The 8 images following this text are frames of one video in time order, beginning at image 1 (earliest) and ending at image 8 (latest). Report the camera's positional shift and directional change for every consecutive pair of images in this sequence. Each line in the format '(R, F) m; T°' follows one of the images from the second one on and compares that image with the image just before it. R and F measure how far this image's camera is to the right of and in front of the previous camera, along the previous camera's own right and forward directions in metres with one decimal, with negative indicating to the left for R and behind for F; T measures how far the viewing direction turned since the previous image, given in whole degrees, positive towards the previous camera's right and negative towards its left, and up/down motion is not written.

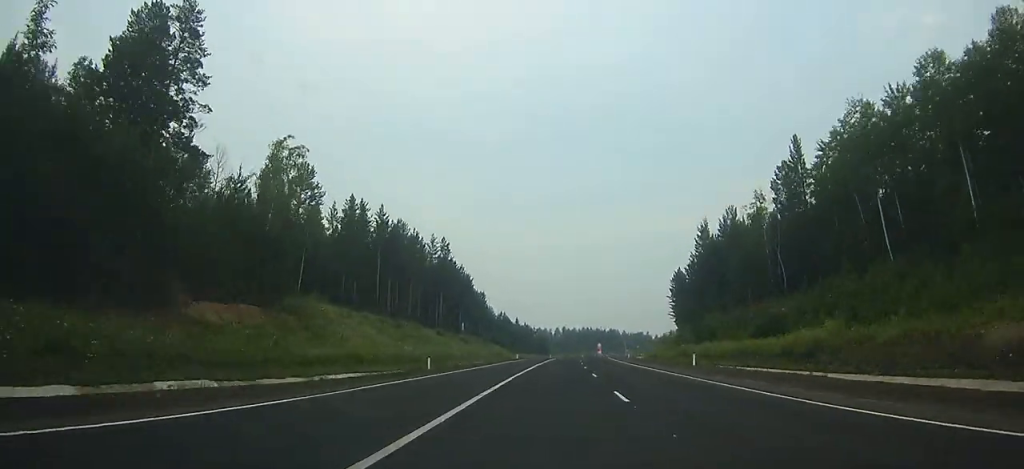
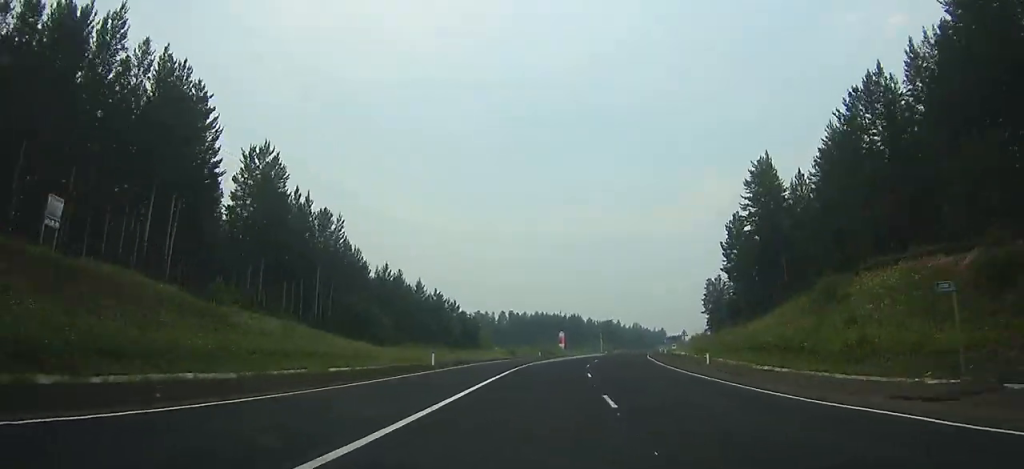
(+4.0, +97.0) m; +6°
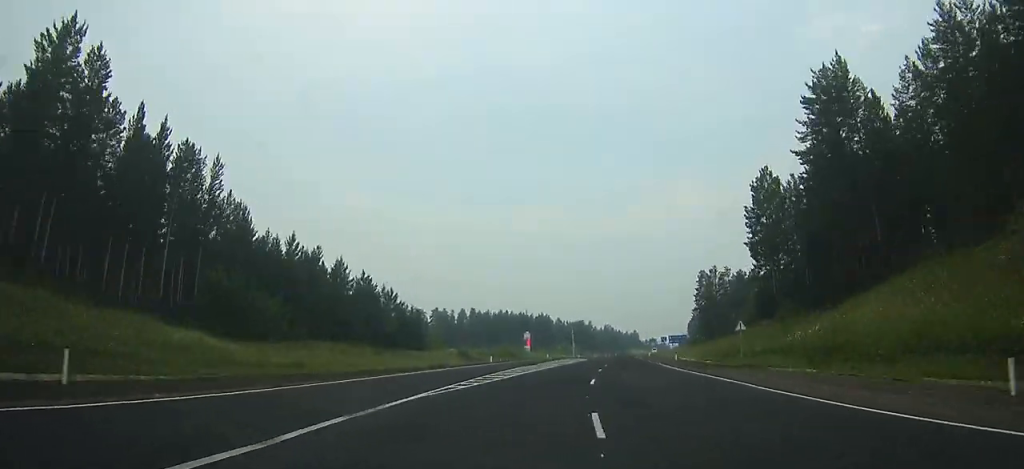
(+1.0, +27.0) m; +3°
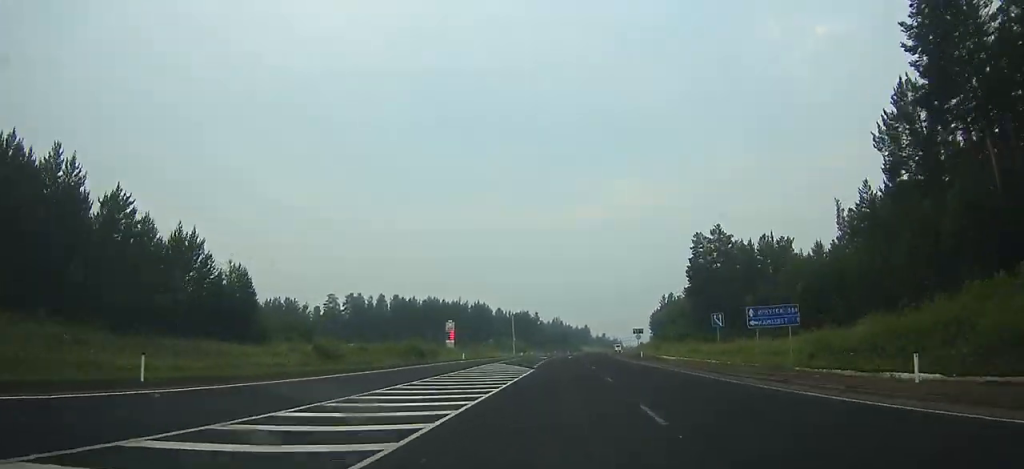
(+1.5, +45.1) m; +4°
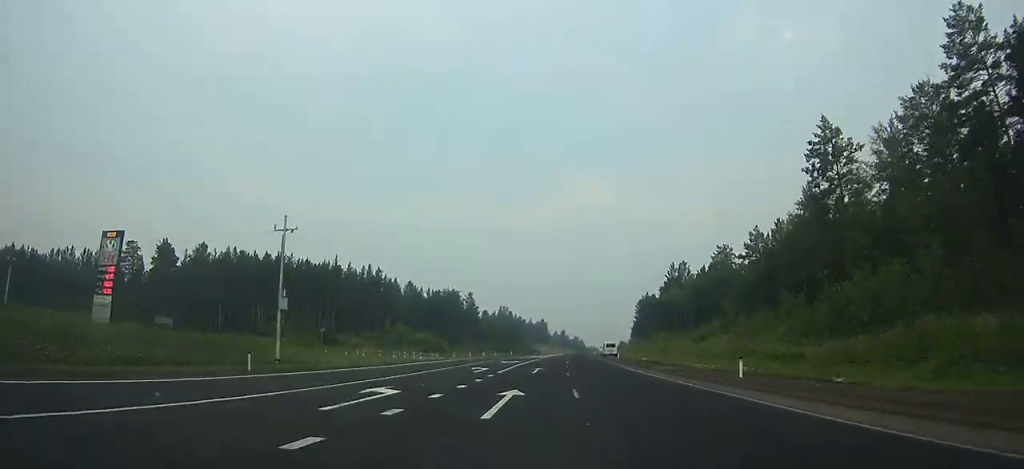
(+4.5, +89.4) m; +4°
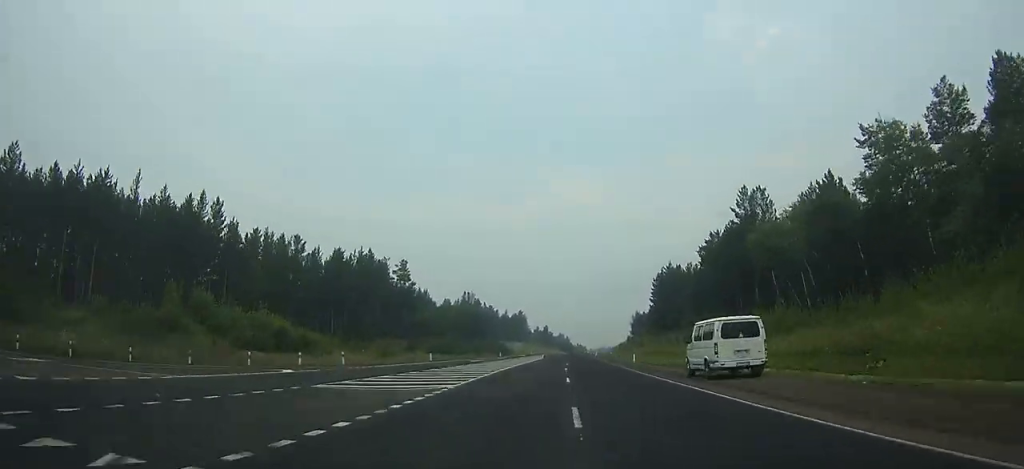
(+1.1, +68.9) m; +2°
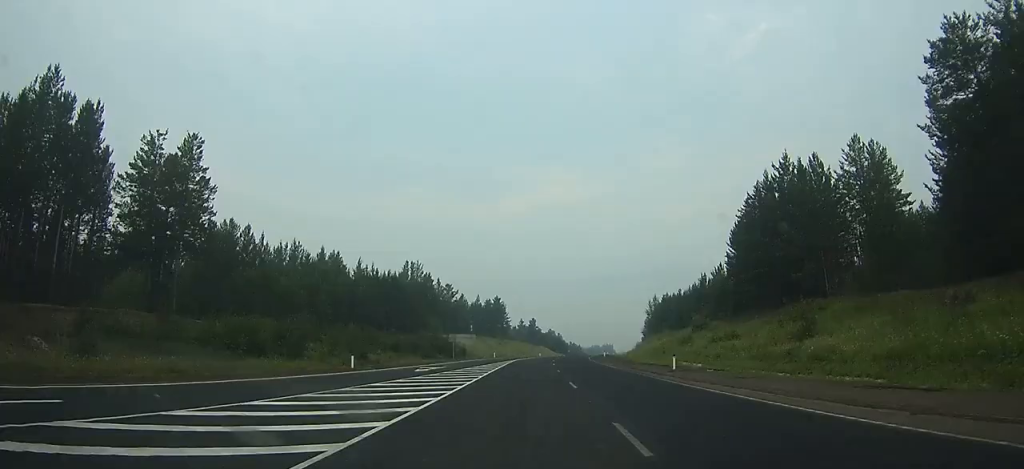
(+1.4, +81.5) m; +1°
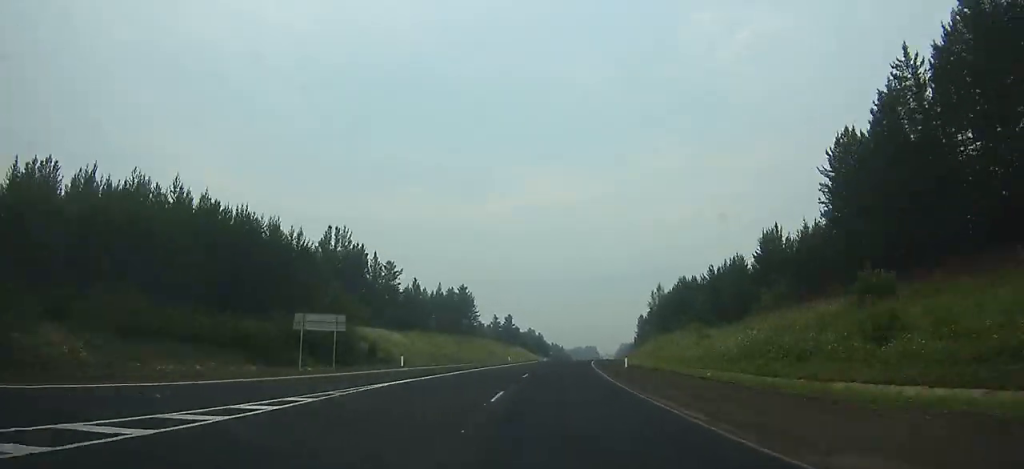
(+1.0, +45.4) m; 0°
